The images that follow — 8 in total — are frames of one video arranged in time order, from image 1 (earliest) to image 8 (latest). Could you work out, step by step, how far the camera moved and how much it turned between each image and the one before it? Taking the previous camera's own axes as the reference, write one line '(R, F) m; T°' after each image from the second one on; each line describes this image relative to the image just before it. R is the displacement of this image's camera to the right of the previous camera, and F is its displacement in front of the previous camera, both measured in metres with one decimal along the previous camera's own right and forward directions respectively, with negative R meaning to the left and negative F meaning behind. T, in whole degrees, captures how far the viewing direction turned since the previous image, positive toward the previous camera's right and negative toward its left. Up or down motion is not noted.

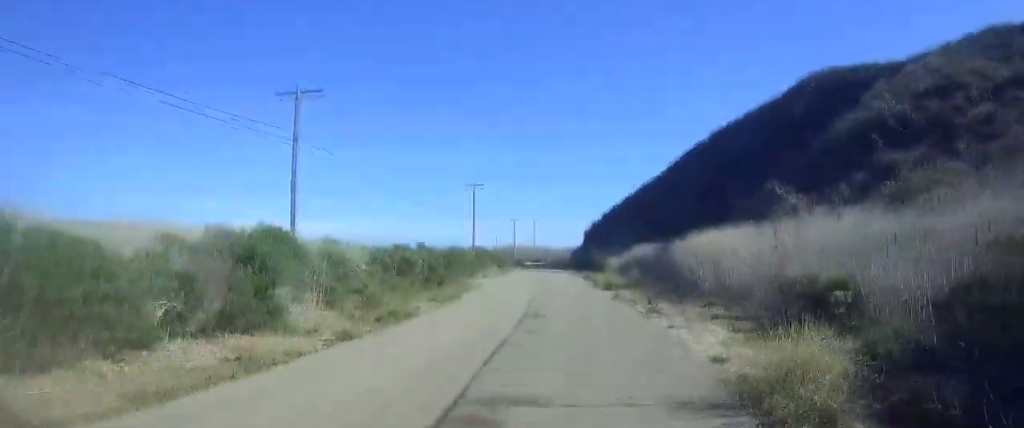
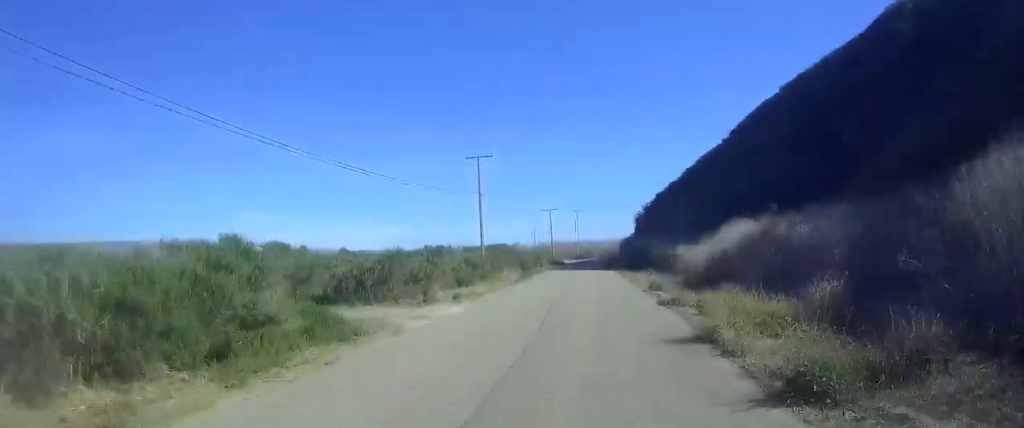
(0.0, +25.4) m; 0°
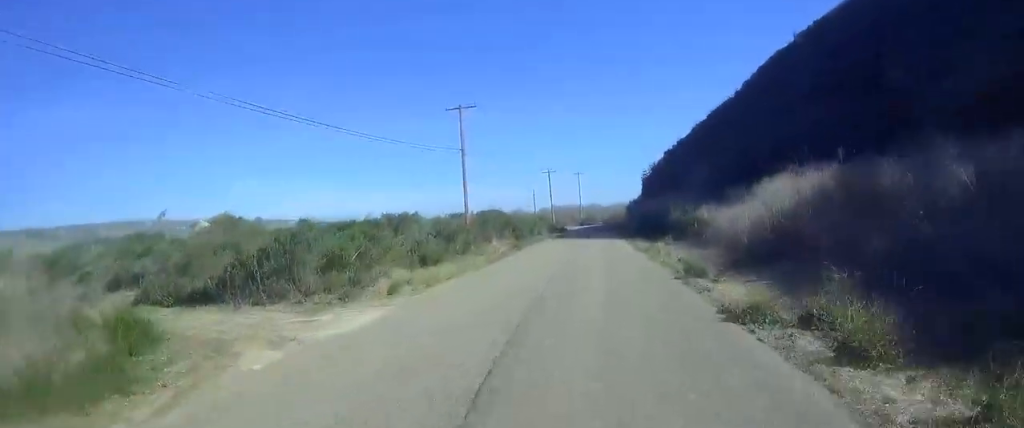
(0.0, +9.1) m; 0°
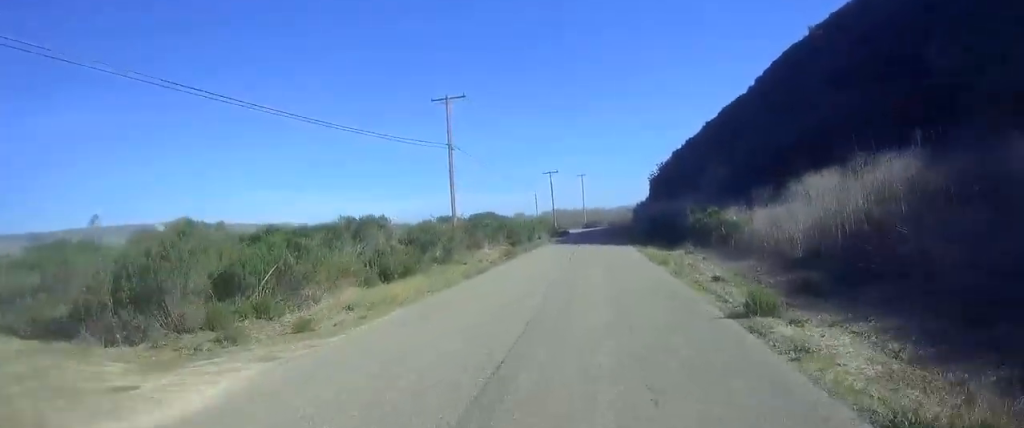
(0.0, +6.2) m; 0°
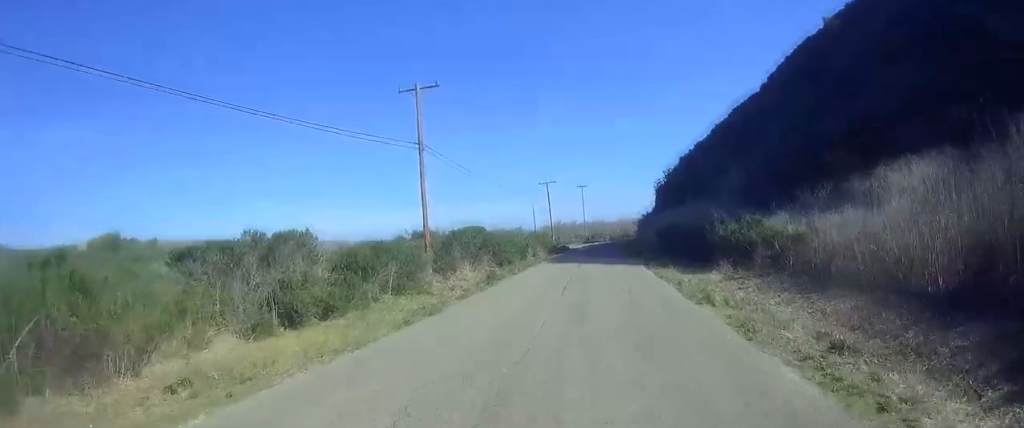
(0.0, +8.1) m; 0°
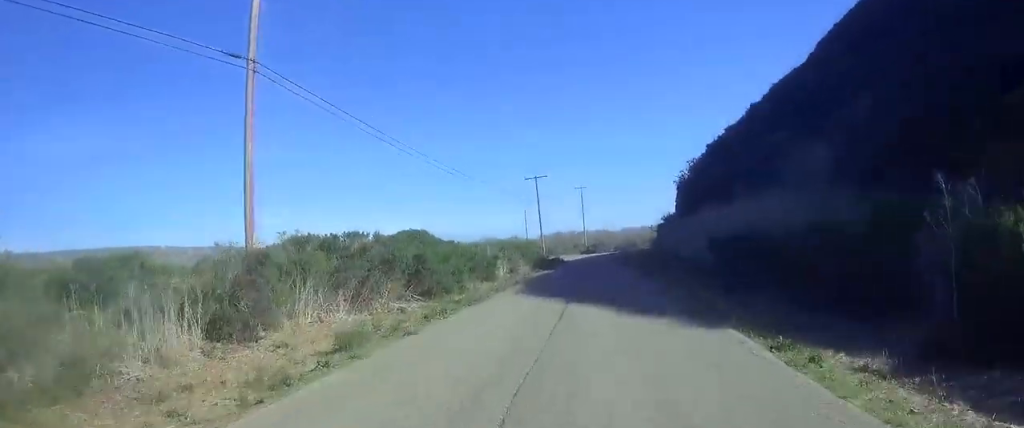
(0.0, +20.5) m; 0°
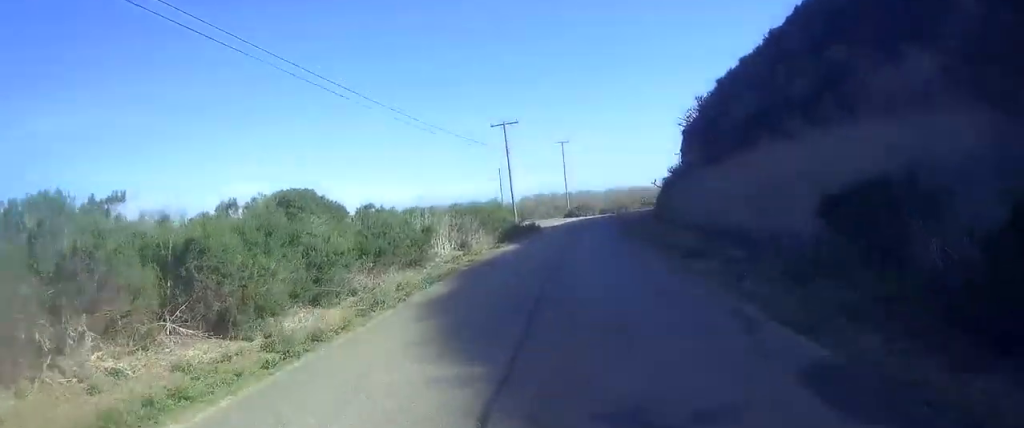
(0.0, +14.3) m; 0°
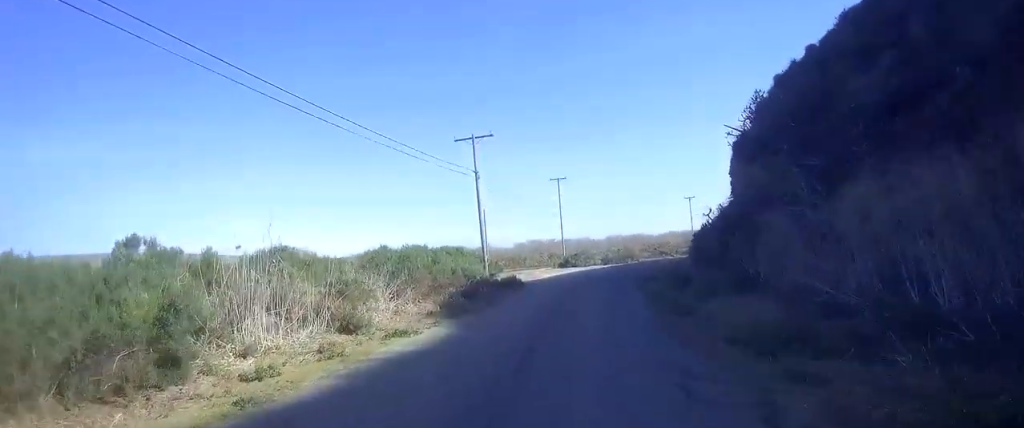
(0.0, +17.7) m; 0°
